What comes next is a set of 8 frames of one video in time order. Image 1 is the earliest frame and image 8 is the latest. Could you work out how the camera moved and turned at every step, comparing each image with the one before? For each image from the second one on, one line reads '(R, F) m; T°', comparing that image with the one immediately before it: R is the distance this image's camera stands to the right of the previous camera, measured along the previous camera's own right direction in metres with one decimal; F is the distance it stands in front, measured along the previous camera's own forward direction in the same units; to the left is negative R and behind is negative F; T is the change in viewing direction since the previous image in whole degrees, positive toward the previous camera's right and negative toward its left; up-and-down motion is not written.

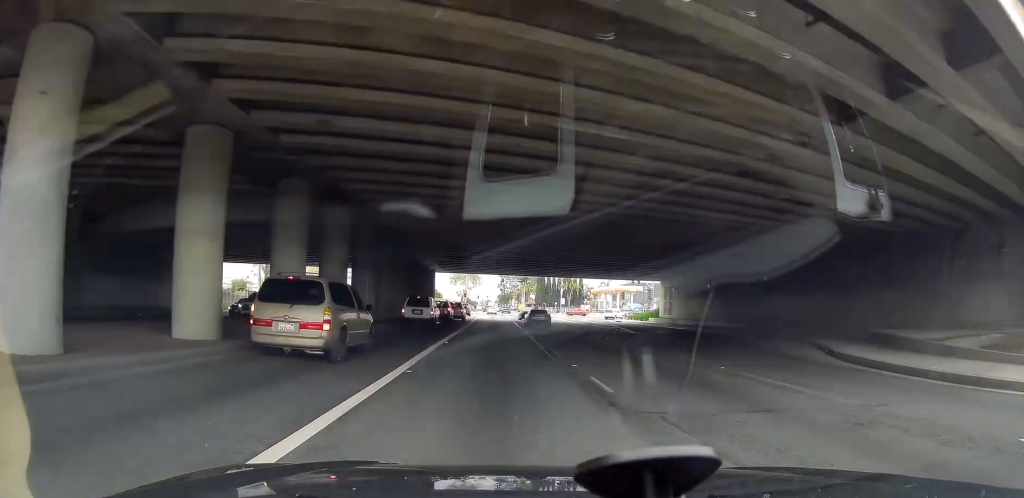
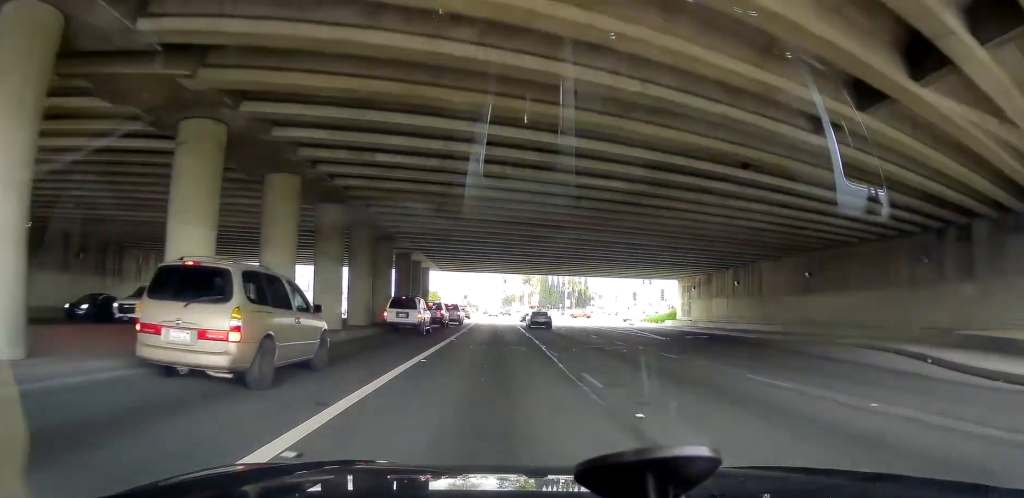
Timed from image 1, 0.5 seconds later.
(0.0, +6.4) m; 0°
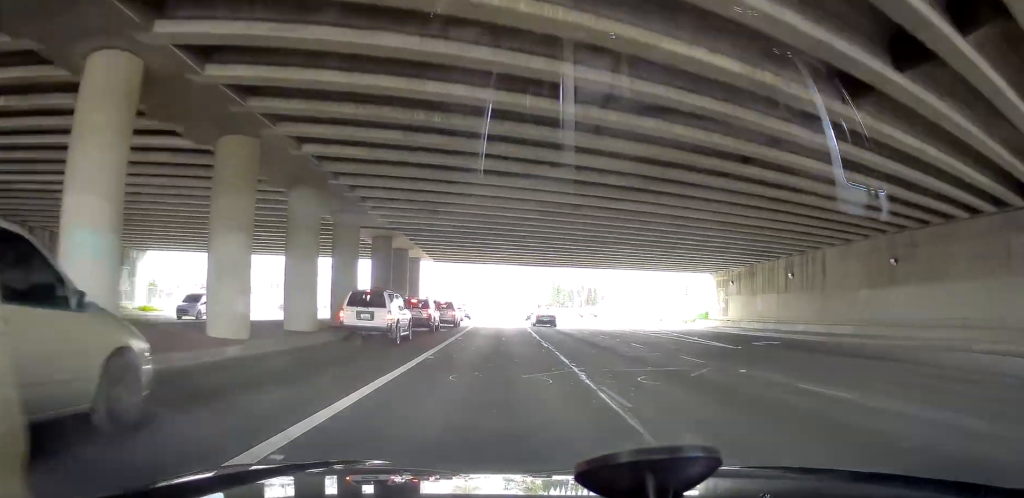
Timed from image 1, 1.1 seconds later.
(0.0, +9.1) m; 0°
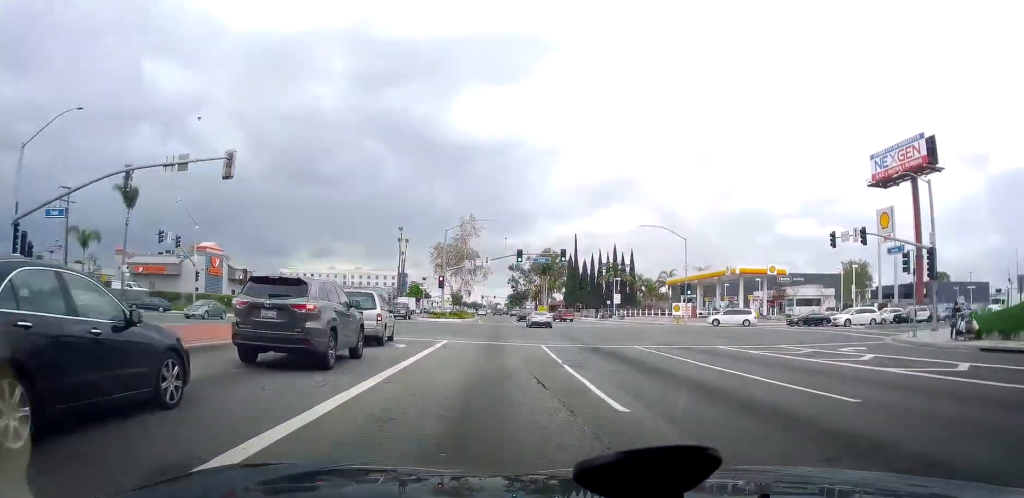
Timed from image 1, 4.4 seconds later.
(-3.7, +46.7) m; -4°
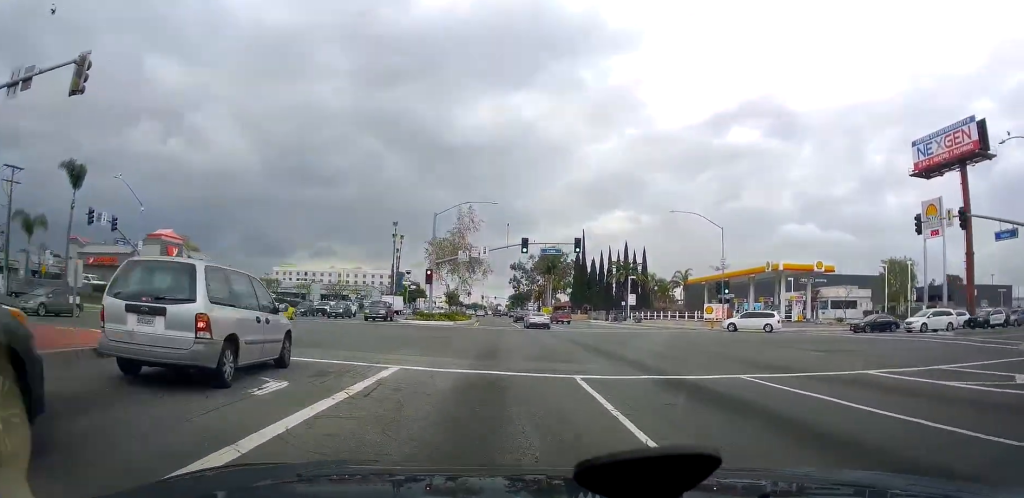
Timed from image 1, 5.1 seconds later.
(+0.7, +10.5) m; +4°
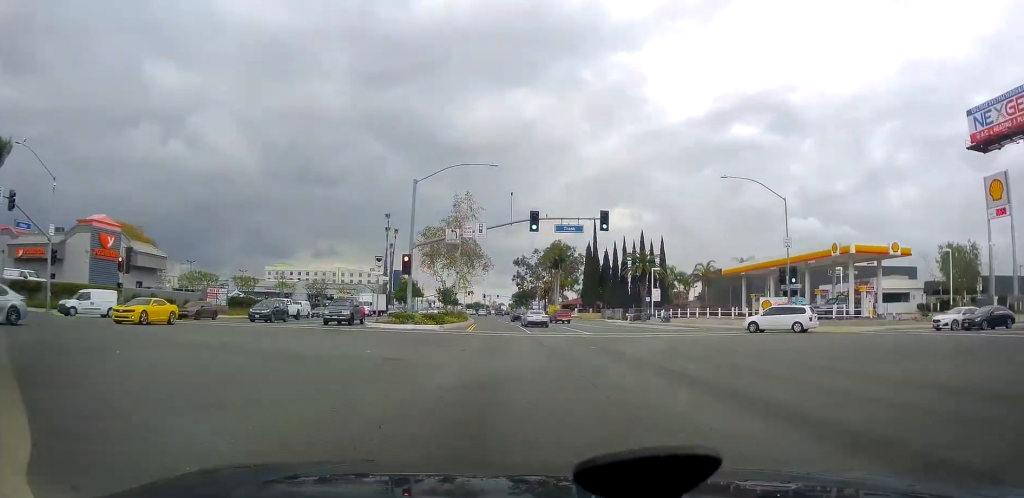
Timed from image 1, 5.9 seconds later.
(+1.0, +12.8) m; +2°
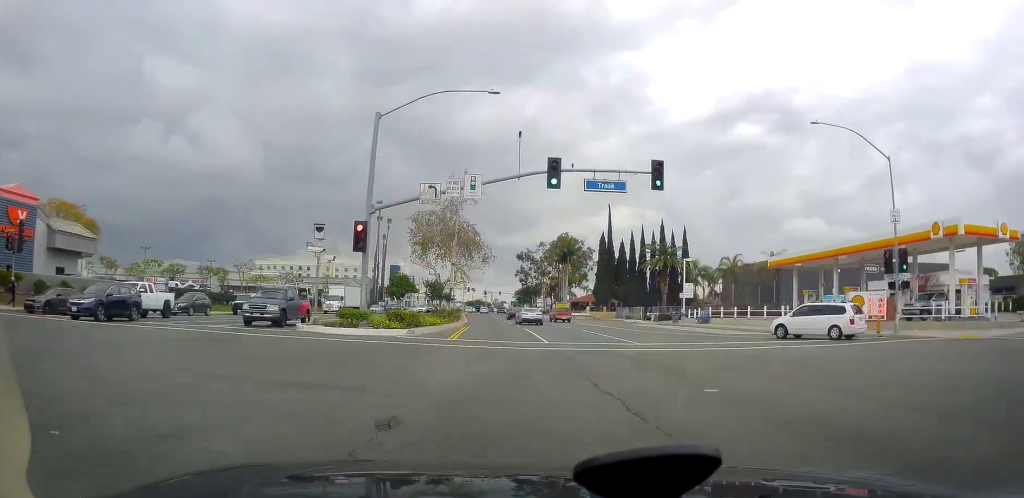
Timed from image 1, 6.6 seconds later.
(-0.4, +13.6) m; -4°
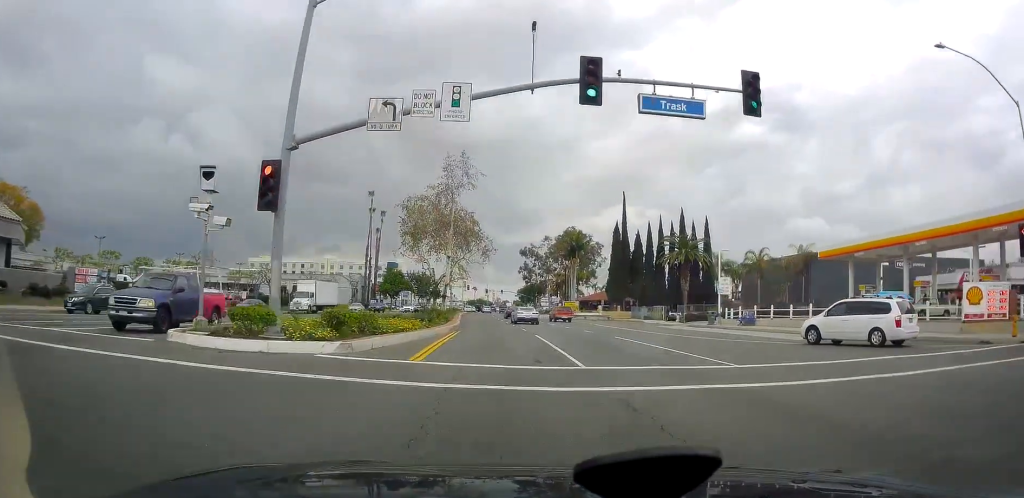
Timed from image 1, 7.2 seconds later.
(-0.5, +10.9) m; 0°
